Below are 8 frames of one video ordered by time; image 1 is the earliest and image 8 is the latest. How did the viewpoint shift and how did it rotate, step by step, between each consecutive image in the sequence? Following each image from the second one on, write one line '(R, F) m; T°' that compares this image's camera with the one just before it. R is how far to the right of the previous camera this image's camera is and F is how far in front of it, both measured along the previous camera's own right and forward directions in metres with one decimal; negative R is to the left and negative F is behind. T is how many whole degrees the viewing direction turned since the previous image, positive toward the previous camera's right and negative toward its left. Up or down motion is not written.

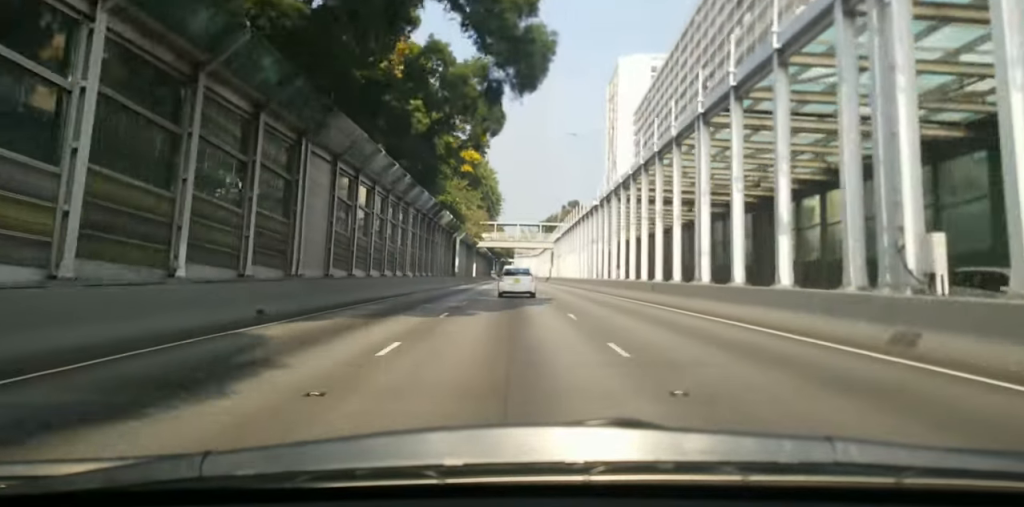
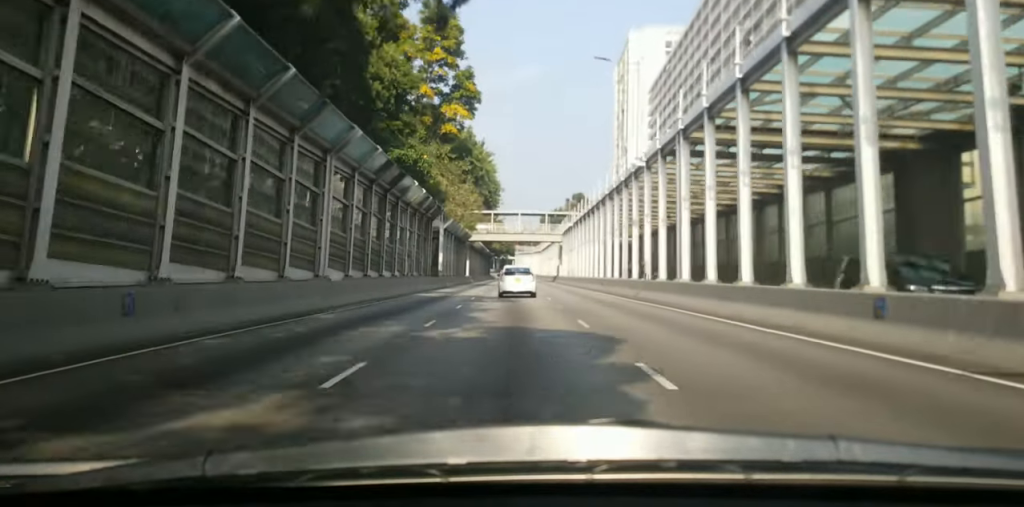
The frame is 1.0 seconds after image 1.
(-0.2, +20.8) m; 0°
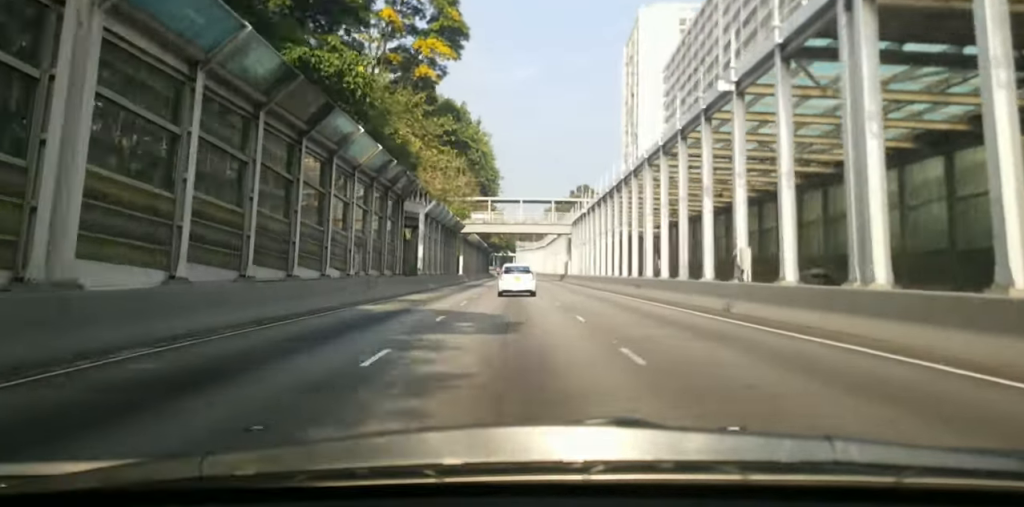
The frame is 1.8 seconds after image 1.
(+0.1, +16.0) m; -1°
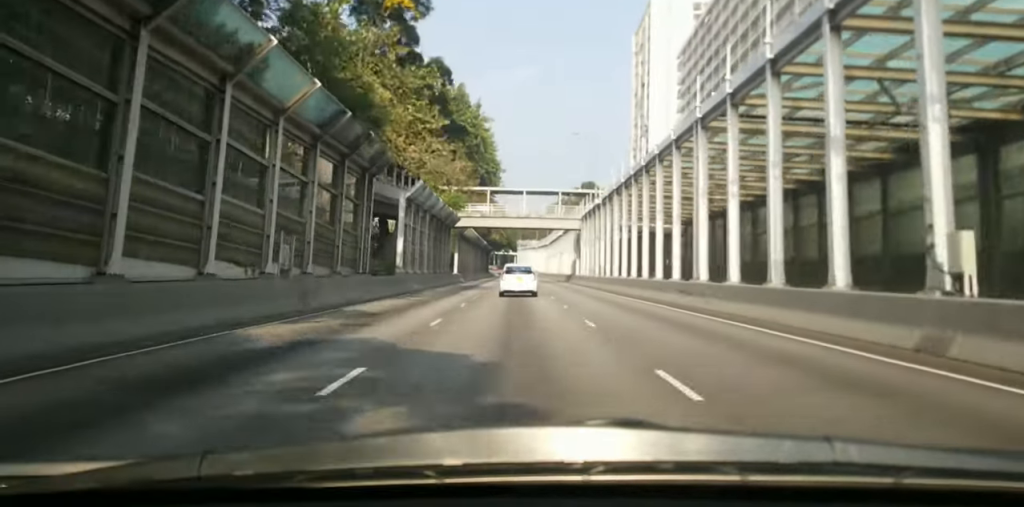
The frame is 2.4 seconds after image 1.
(+0.4, +11.2) m; -1°
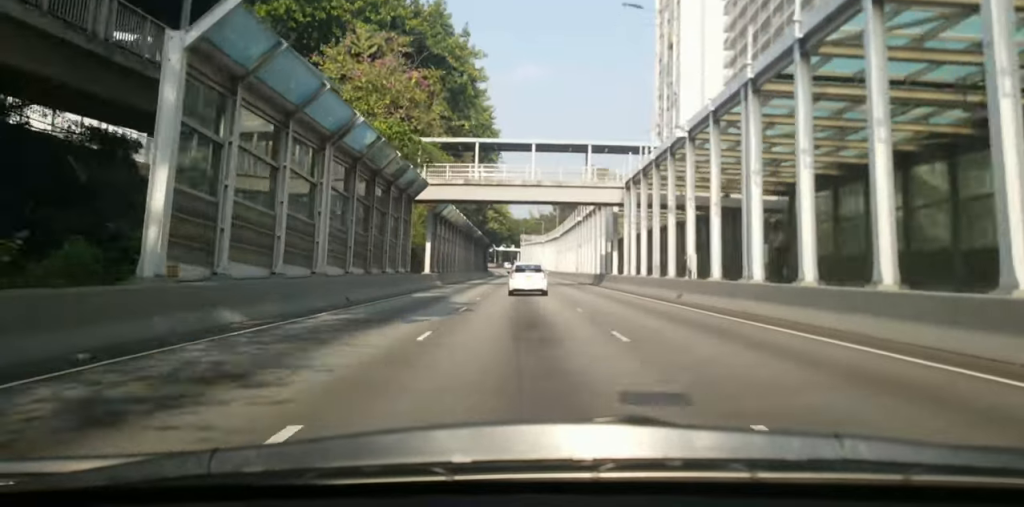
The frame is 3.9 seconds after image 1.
(-1.0, +29.9) m; 0°
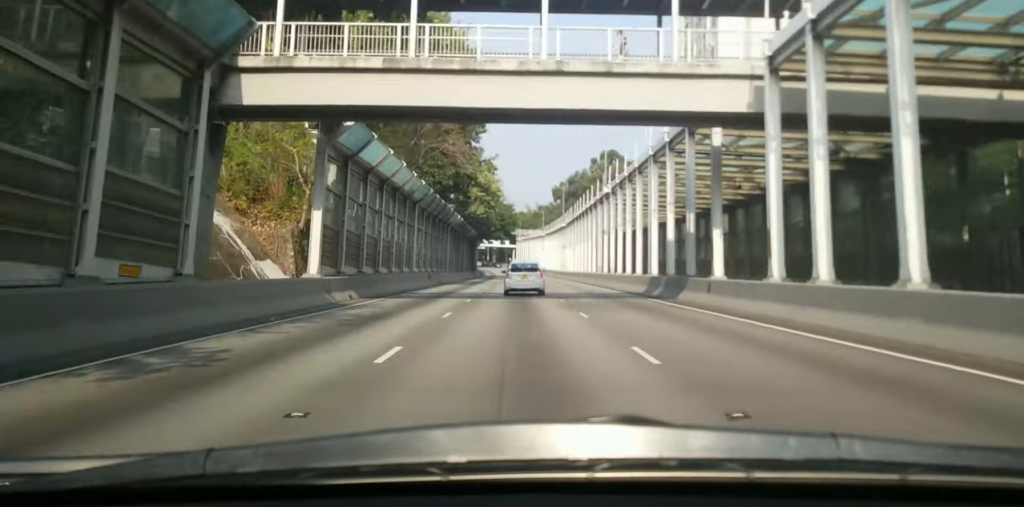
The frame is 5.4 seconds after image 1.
(+0.6, +30.4) m; +1°
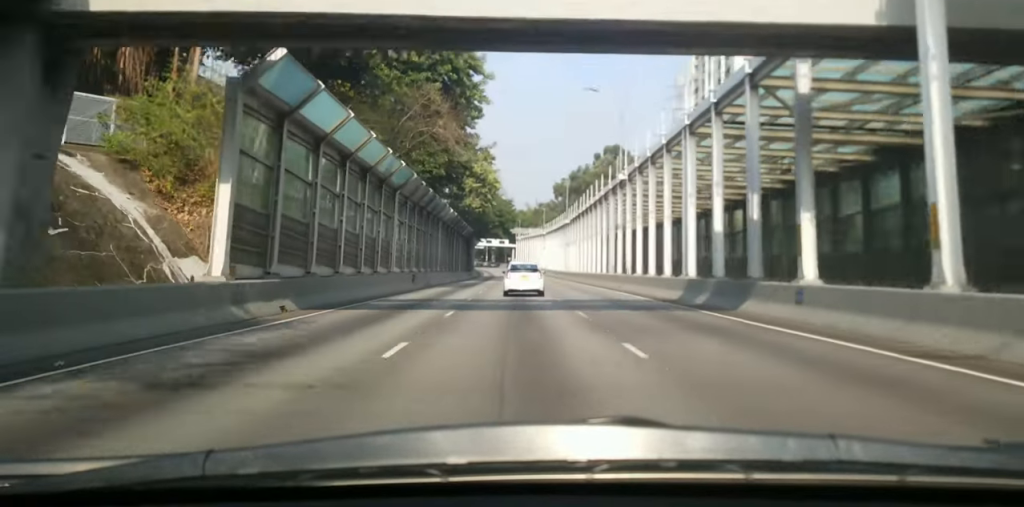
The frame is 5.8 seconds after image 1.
(-0.1, +8.3) m; -1°
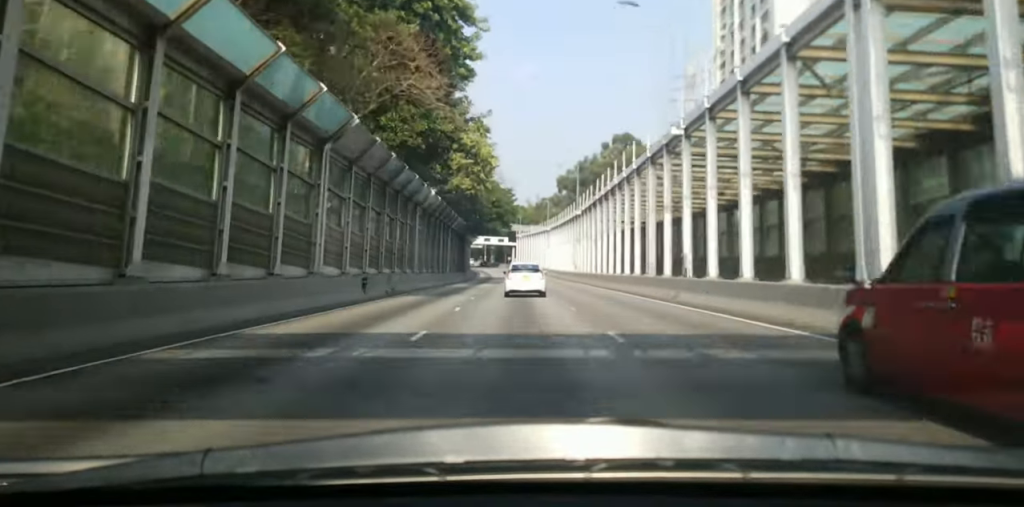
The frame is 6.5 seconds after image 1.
(-0.1, +15.9) m; 0°
